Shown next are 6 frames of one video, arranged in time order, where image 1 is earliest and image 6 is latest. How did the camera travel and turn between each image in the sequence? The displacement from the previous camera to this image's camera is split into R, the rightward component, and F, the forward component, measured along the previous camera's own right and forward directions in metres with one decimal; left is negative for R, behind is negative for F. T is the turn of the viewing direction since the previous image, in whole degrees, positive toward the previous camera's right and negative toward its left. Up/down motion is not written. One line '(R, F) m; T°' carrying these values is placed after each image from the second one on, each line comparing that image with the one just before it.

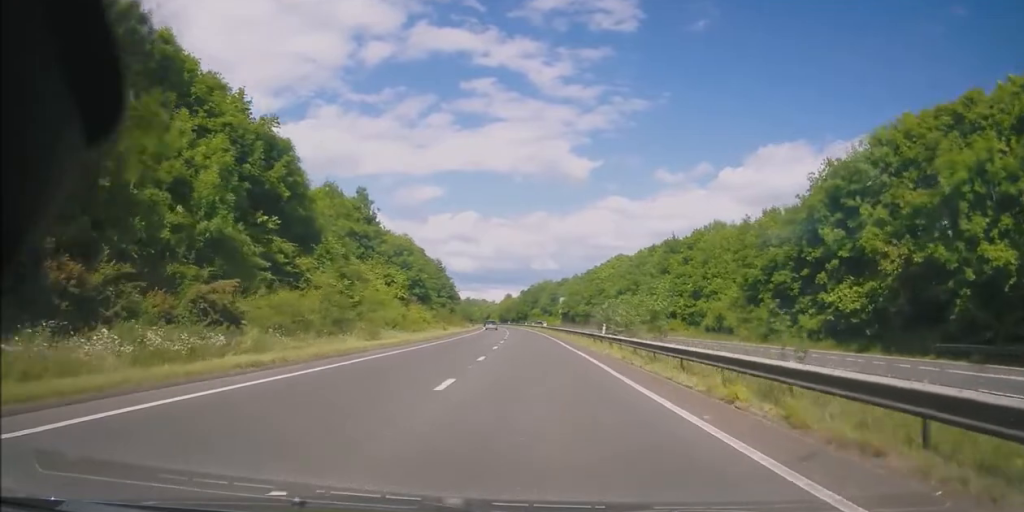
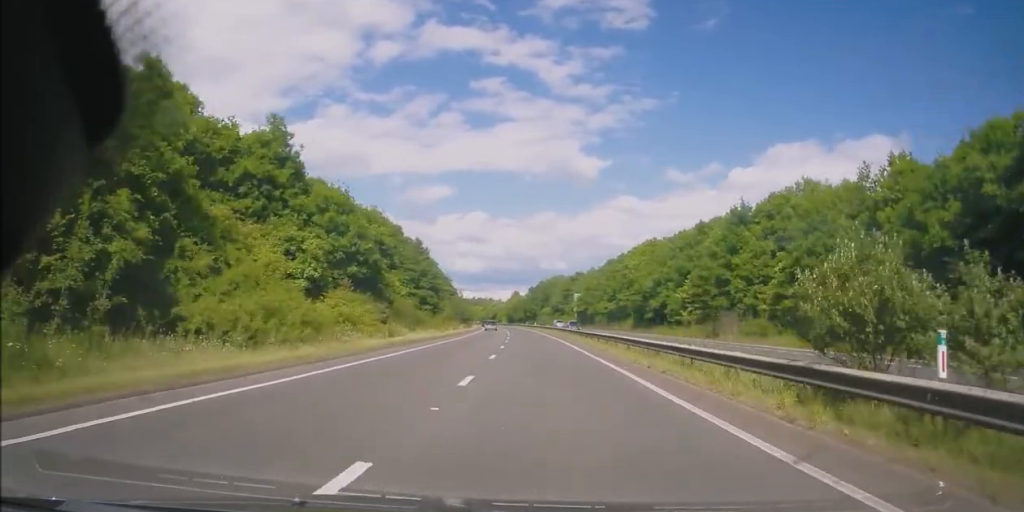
(-0.5, +25.6) m; -1°
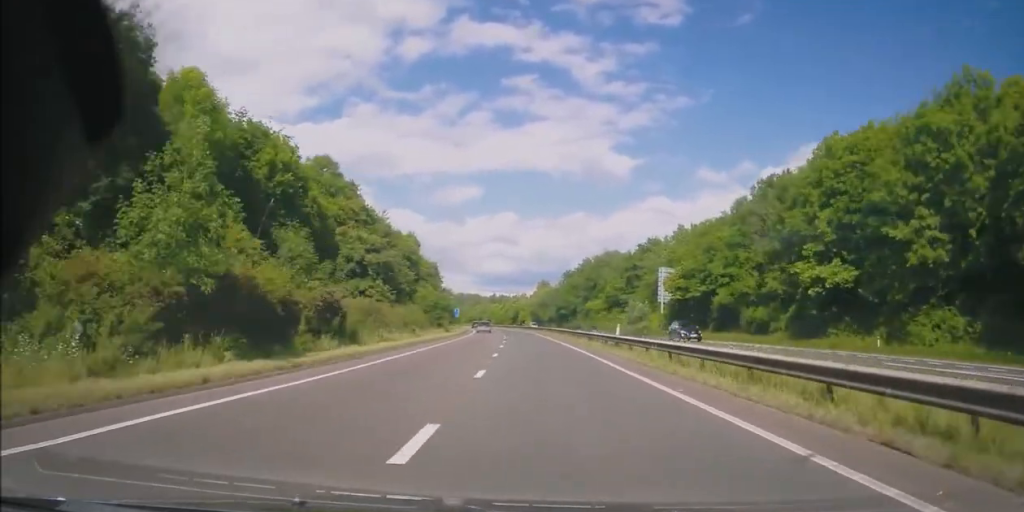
(-1.4, +76.9) m; -3°
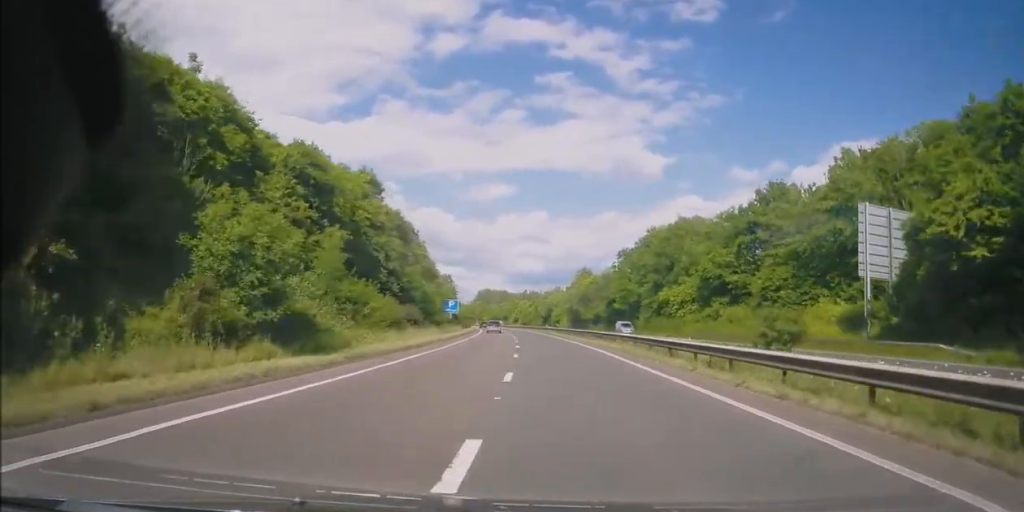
(-0.8, +44.7) m; -3°
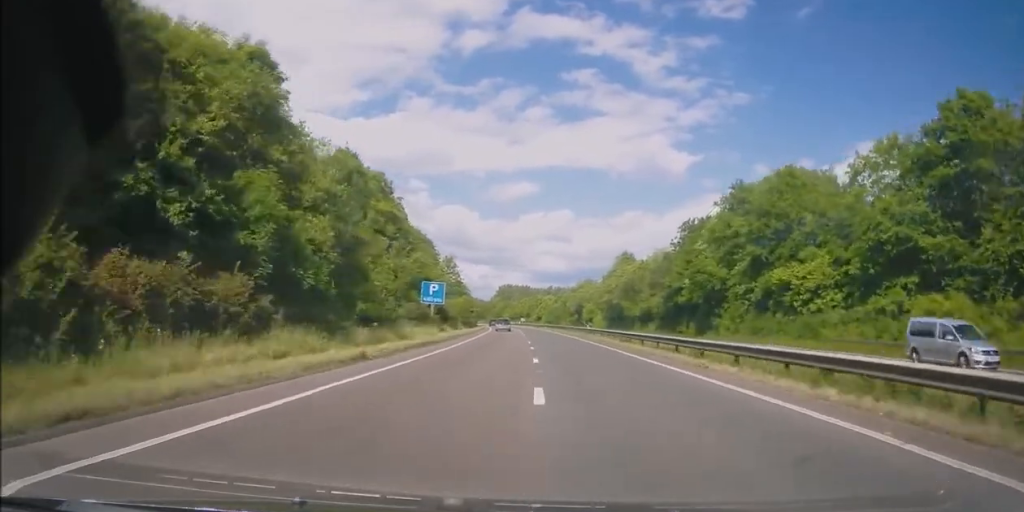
(-0.6, +30.0) m; -2°
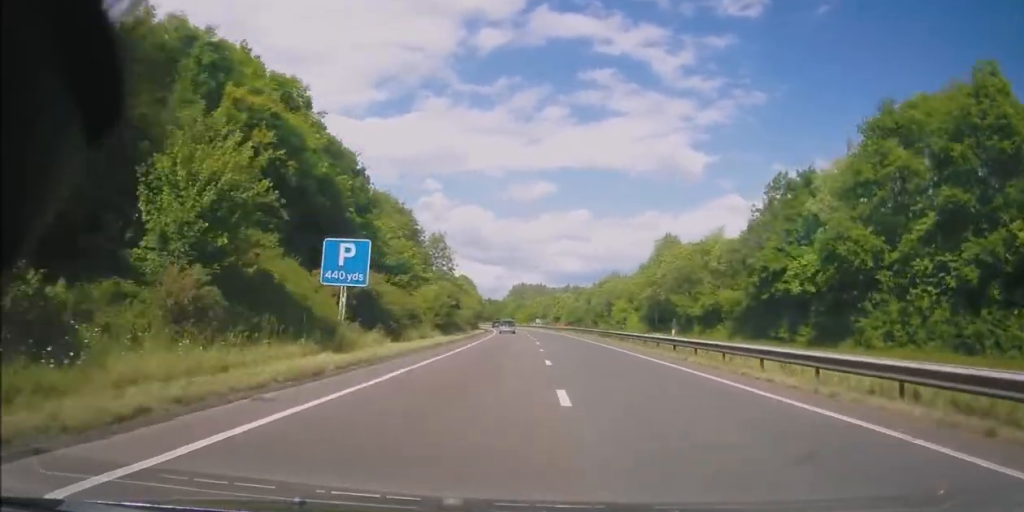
(-0.4, +26.0) m; -2°
